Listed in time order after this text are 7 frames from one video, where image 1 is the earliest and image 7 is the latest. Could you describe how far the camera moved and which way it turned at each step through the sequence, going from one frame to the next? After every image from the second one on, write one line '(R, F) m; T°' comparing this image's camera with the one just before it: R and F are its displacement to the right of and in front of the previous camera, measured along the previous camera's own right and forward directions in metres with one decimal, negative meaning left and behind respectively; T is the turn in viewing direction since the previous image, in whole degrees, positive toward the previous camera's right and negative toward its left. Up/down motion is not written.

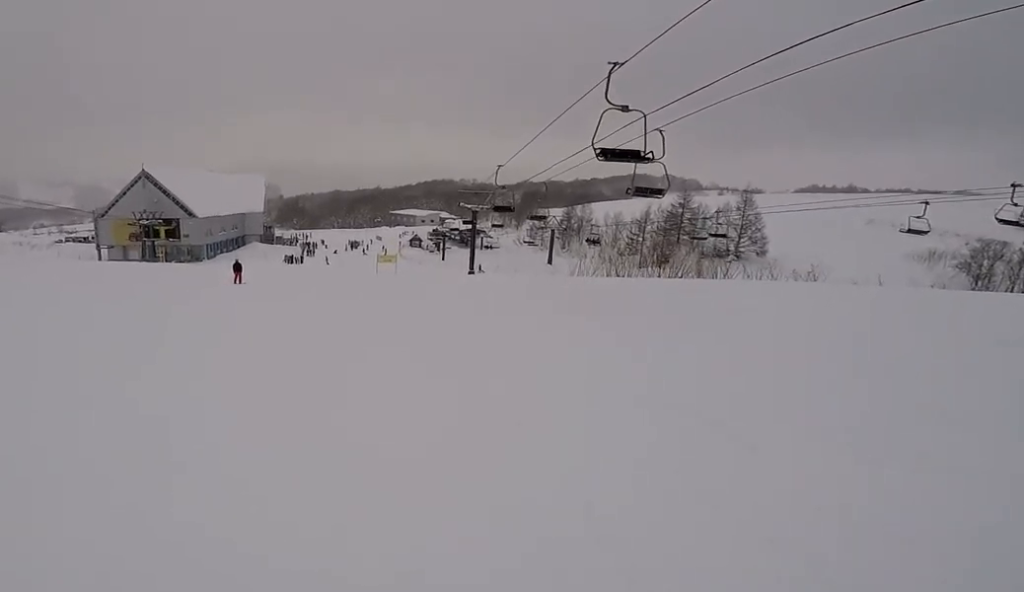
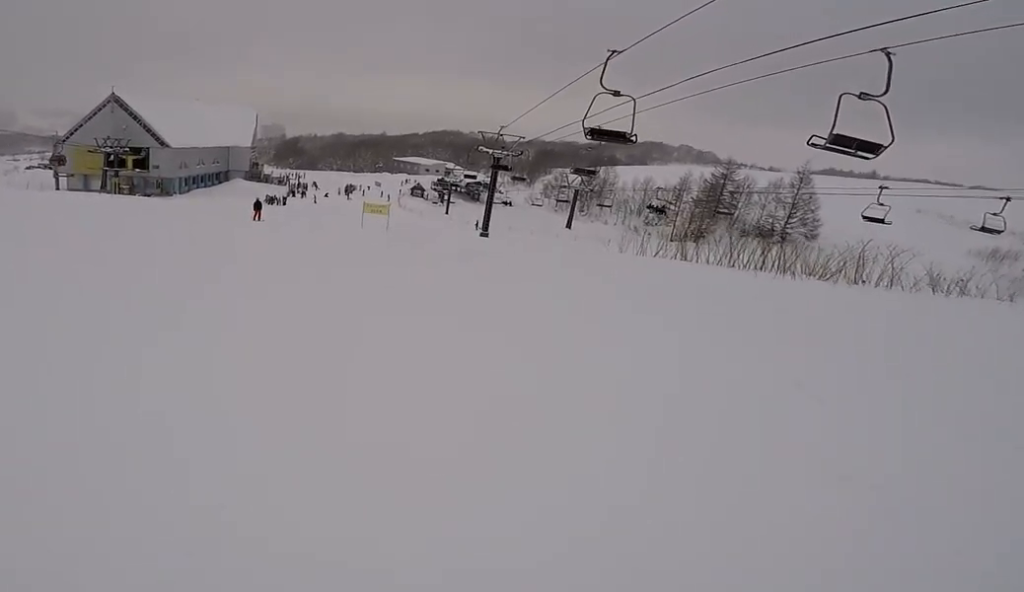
(-1.5, +12.2) m; -8°
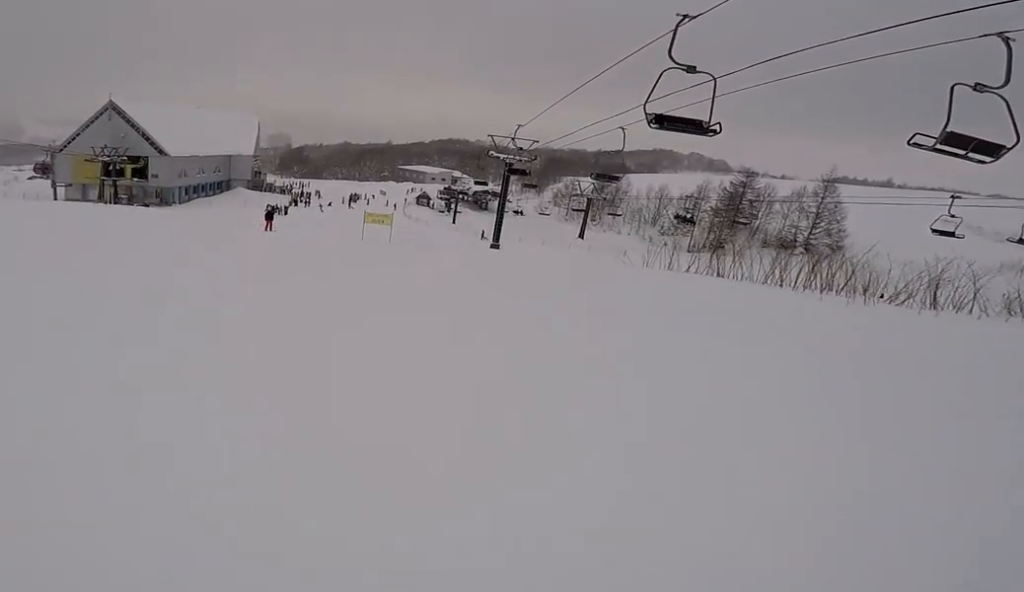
(-0.2, +2.9) m; +1°
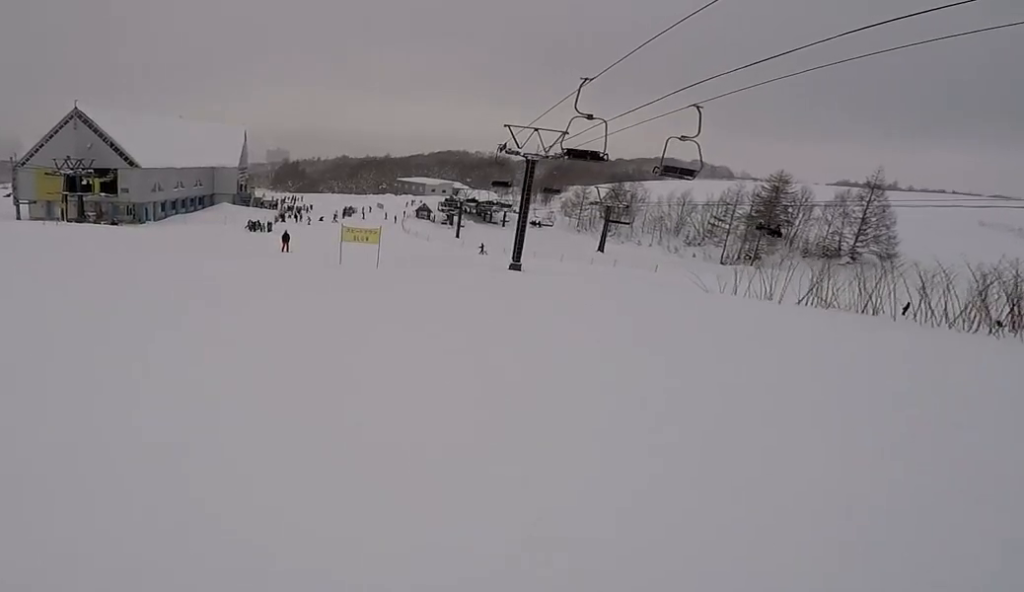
(+1.3, +9.5) m; +8°
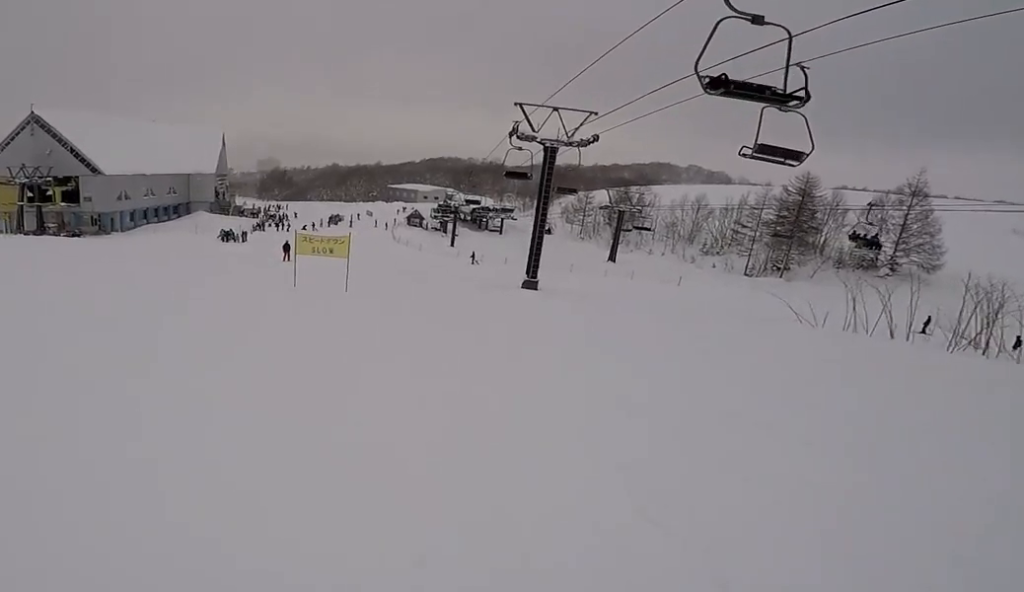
(0.0, +7.2) m; -2°
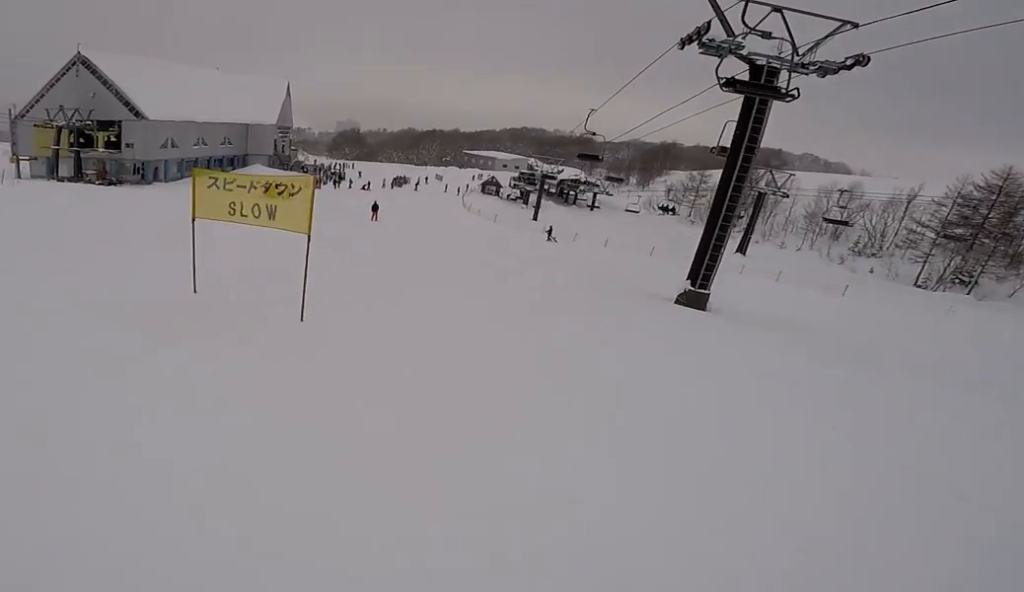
(-1.1, +10.7) m; -11°
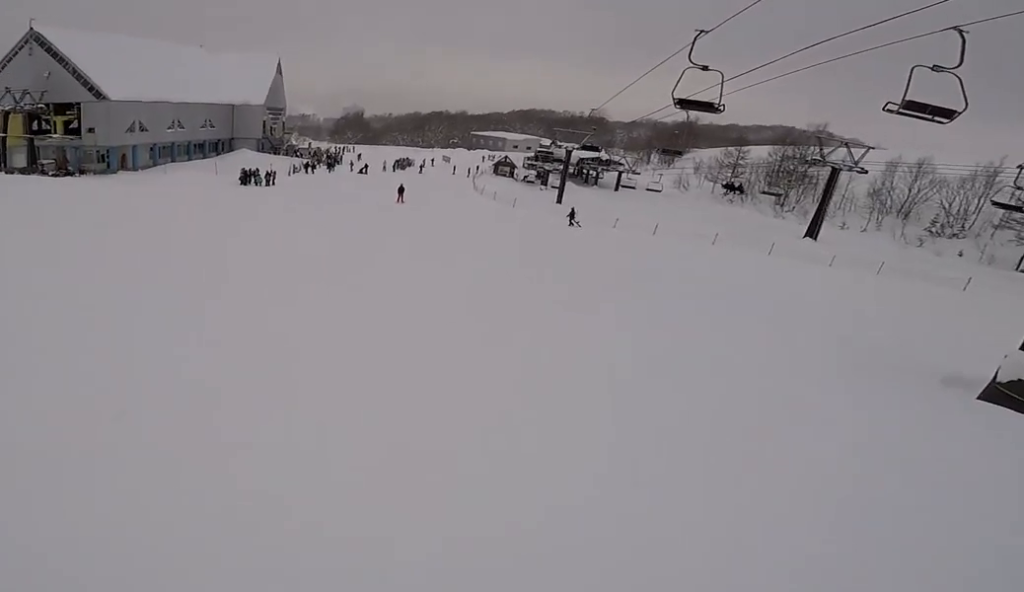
(-0.4, +9.3) m; -1°
